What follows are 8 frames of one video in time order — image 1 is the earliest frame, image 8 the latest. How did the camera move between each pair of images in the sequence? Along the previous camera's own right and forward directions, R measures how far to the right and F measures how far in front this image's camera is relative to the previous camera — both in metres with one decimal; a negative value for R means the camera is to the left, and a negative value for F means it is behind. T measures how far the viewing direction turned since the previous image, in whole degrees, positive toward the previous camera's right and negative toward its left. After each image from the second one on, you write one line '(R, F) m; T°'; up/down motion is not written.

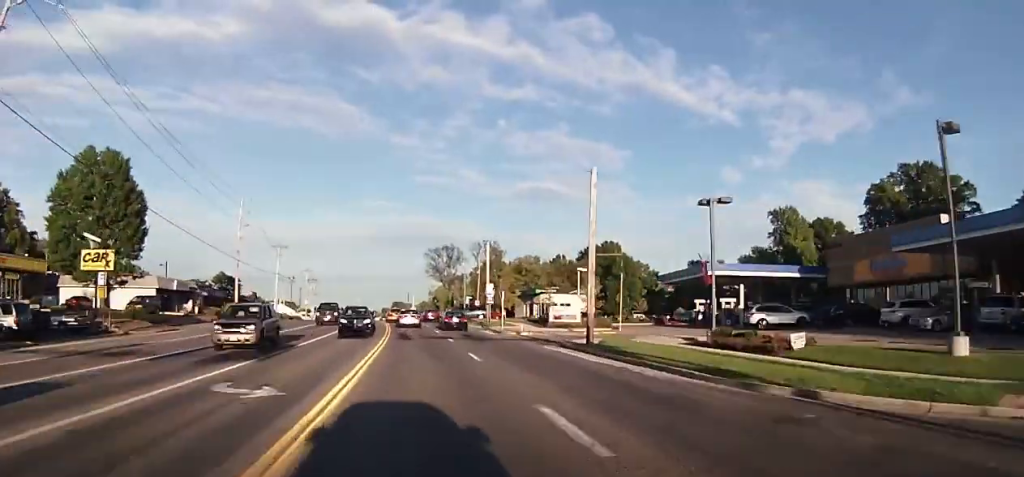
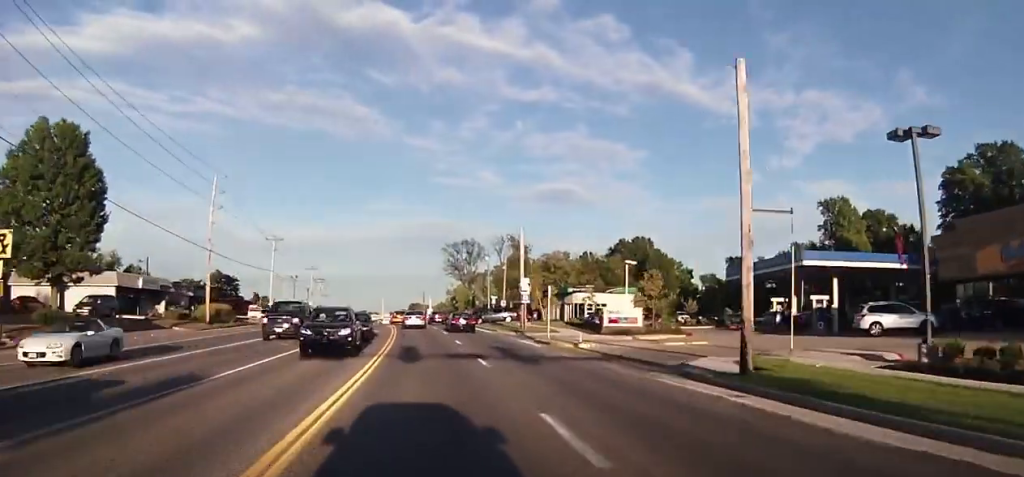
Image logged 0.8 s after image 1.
(-0.1, +13.7) m; -1°
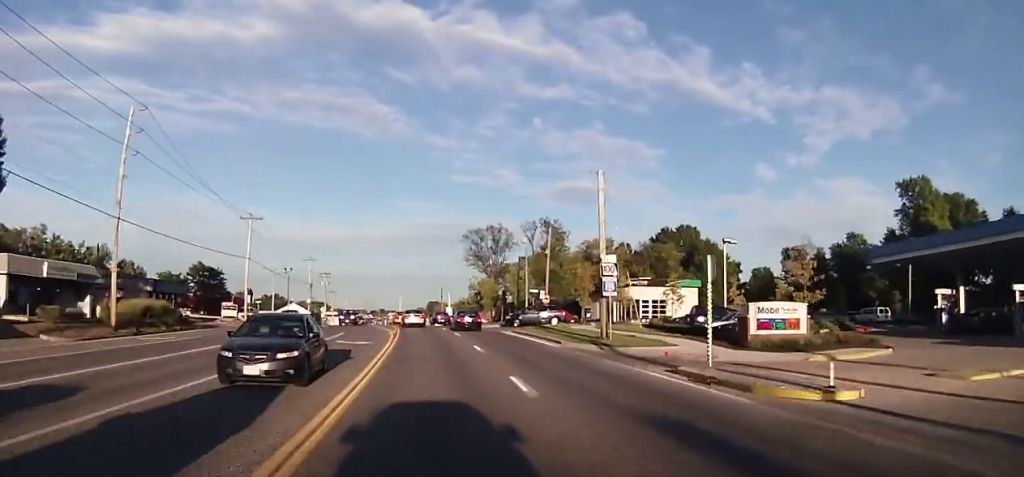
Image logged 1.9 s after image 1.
(-0.5, +19.7) m; -2°
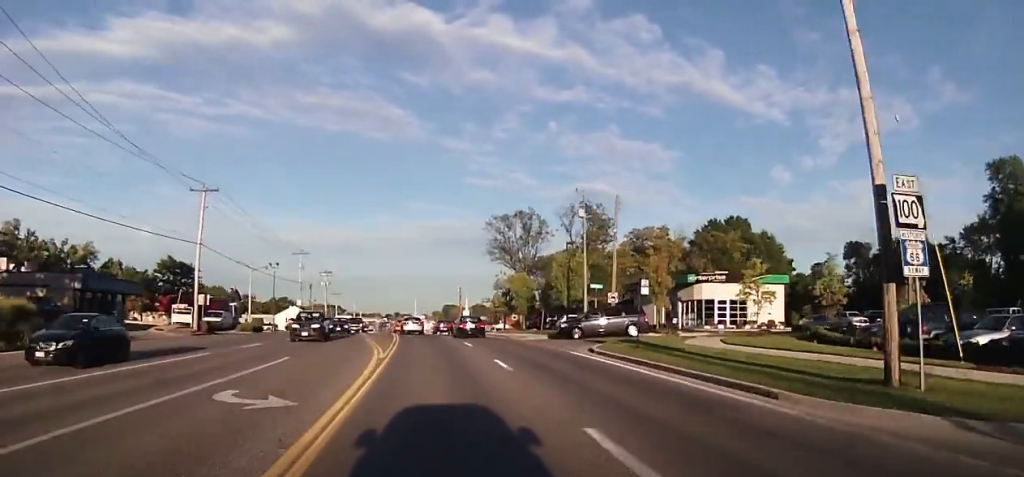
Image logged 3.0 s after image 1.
(-0.4, +19.1) m; -1°
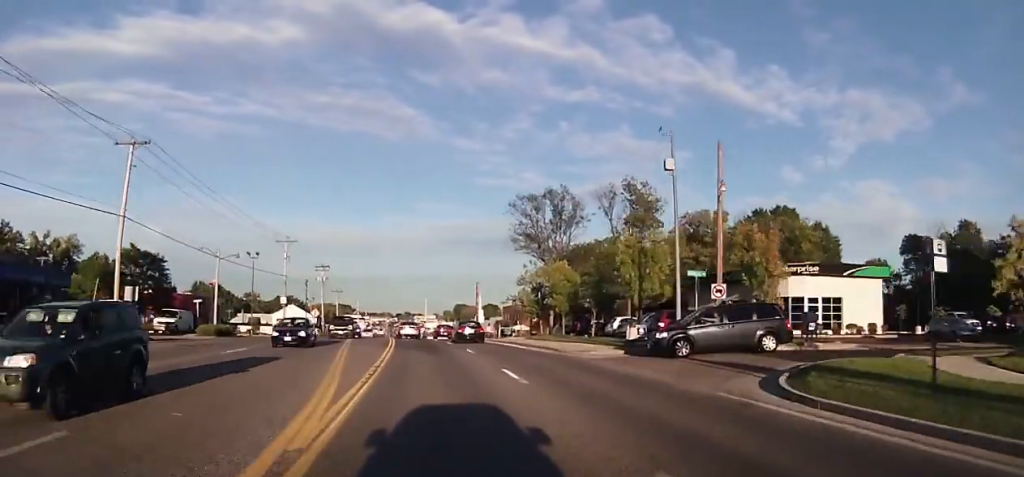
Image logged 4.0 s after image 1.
(0.0, +15.4) m; 0°
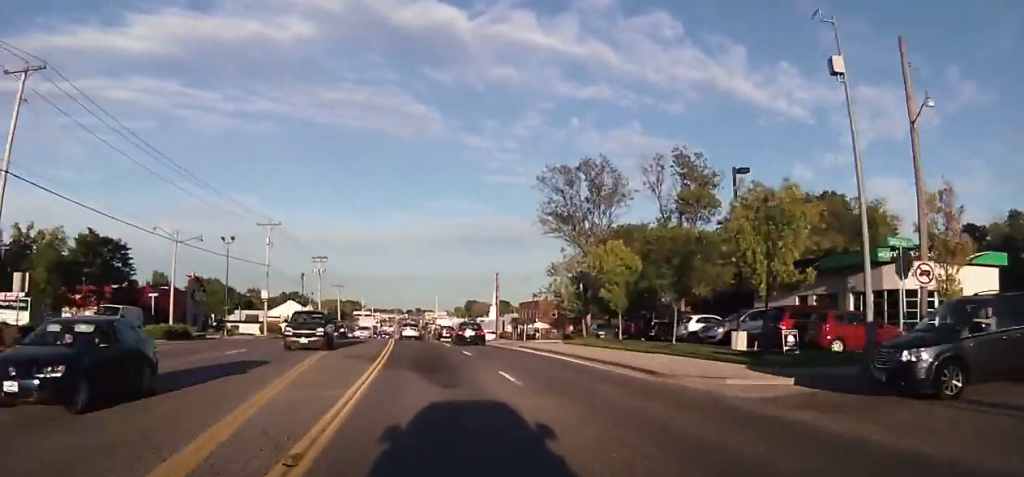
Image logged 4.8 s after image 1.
(+0.1, +12.9) m; -1°
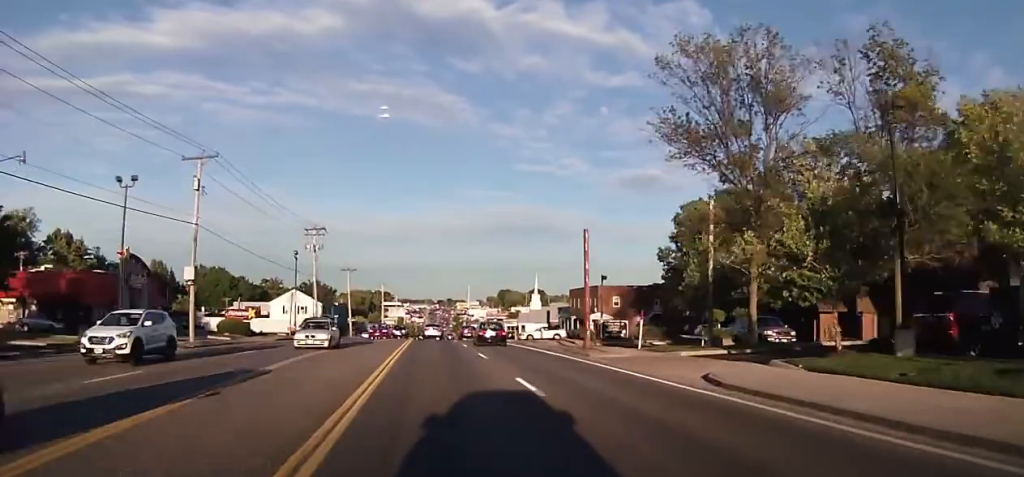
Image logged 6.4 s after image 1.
(-1.5, +26.0) m; -3°
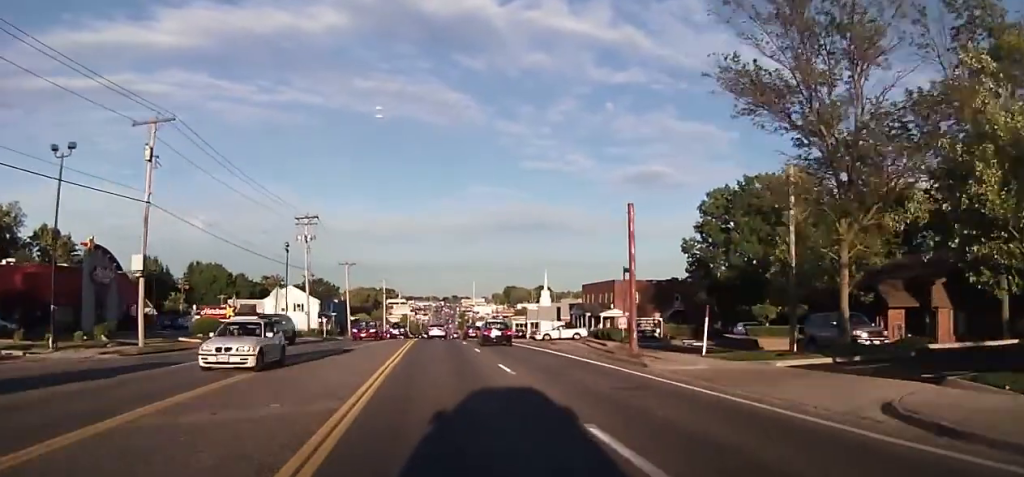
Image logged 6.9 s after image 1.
(+0.2, +7.3) m; 0°
